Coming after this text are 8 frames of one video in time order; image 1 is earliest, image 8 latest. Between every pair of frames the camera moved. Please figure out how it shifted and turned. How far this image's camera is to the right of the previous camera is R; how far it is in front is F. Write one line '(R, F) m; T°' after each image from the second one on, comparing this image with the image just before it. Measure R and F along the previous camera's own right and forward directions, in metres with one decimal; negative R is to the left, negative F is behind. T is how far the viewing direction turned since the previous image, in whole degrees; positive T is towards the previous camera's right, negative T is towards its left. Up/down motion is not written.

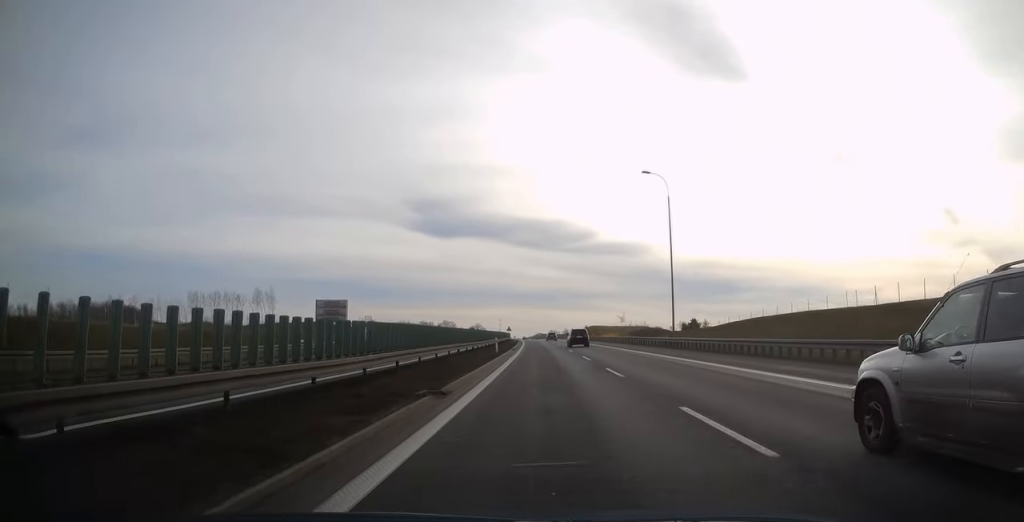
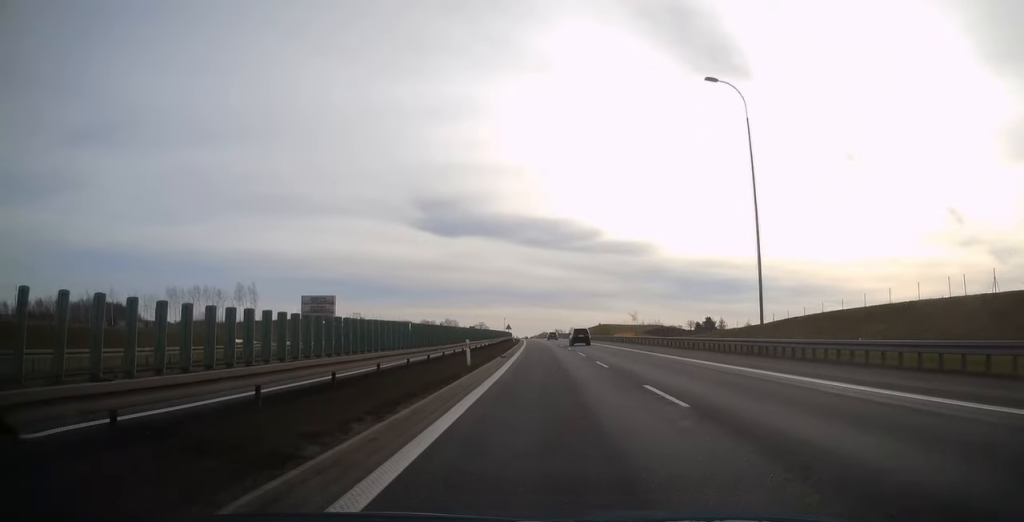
(0.0, +18.9) m; 0°
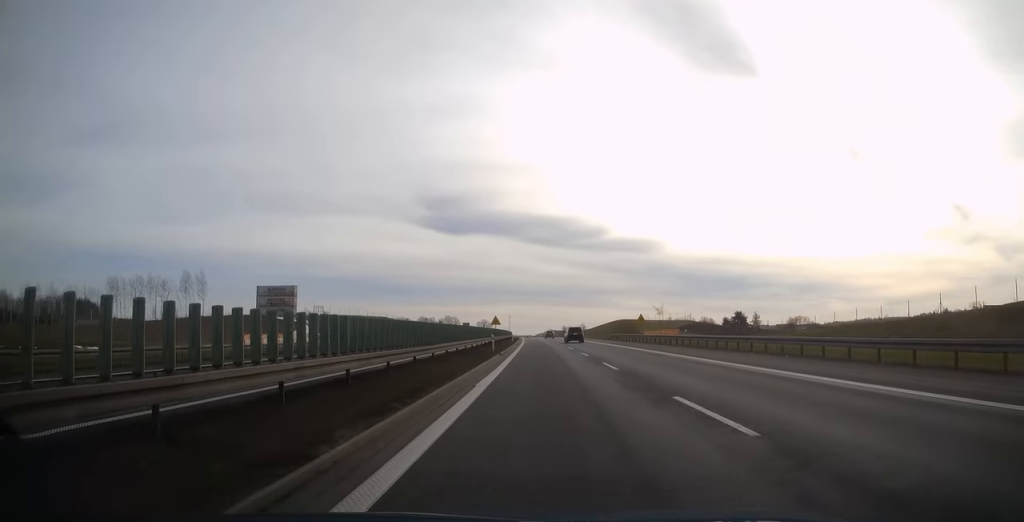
(-0.2, +39.1) m; -1°
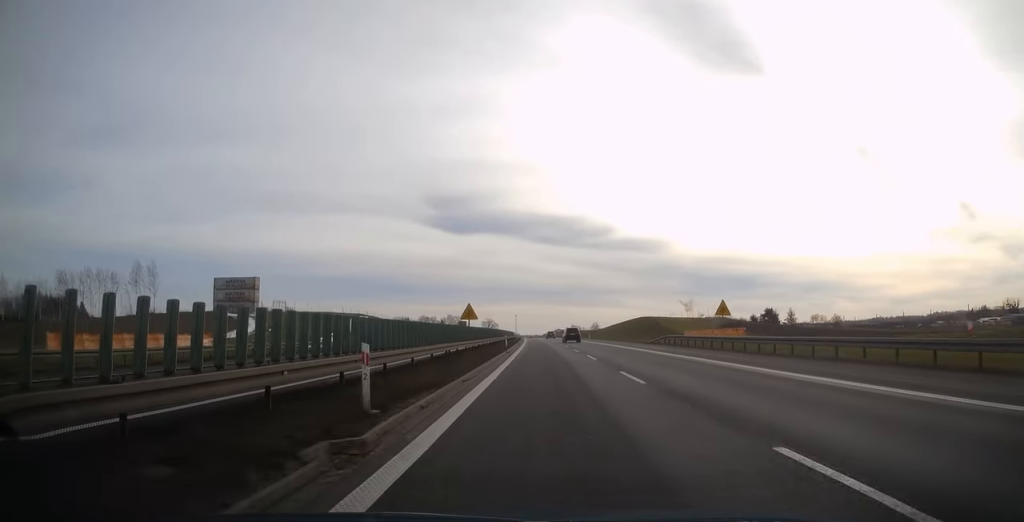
(-0.3, +28.8) m; 0°
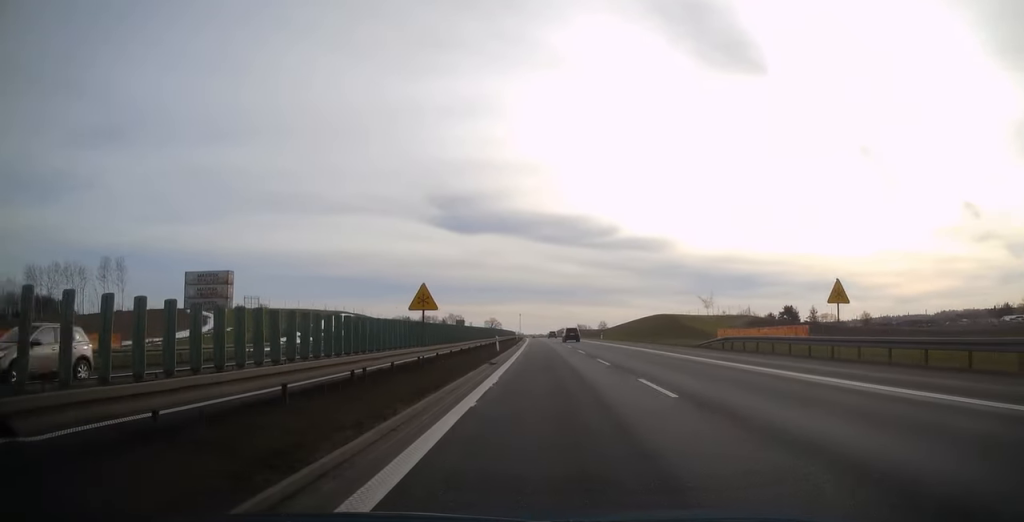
(0.0, +15.5) m; 0°
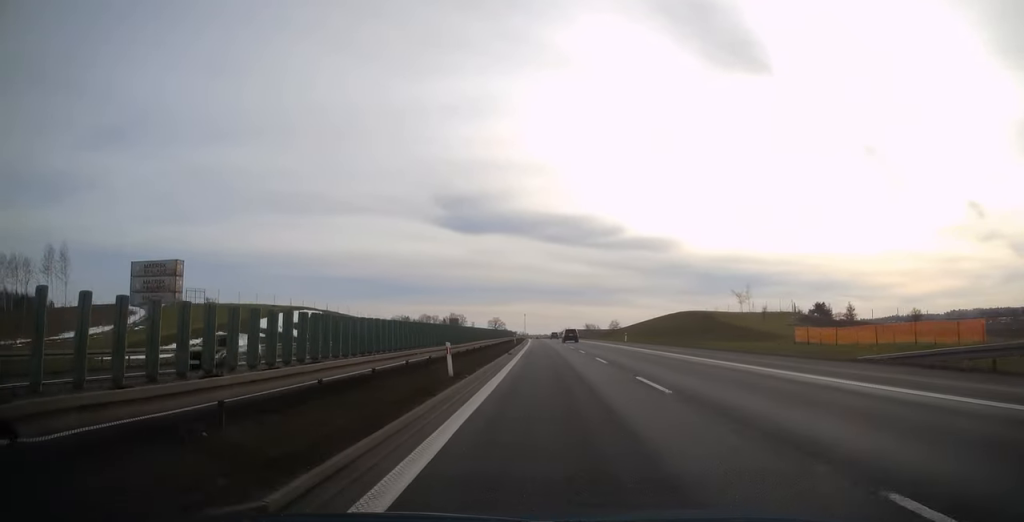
(+0.1, +22.7) m; 0°
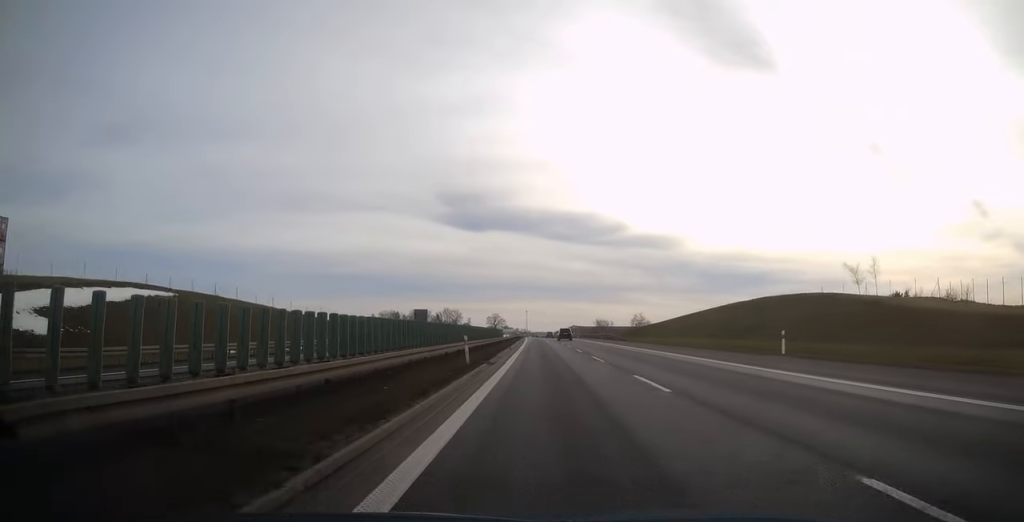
(-0.9, +47.9) m; -1°
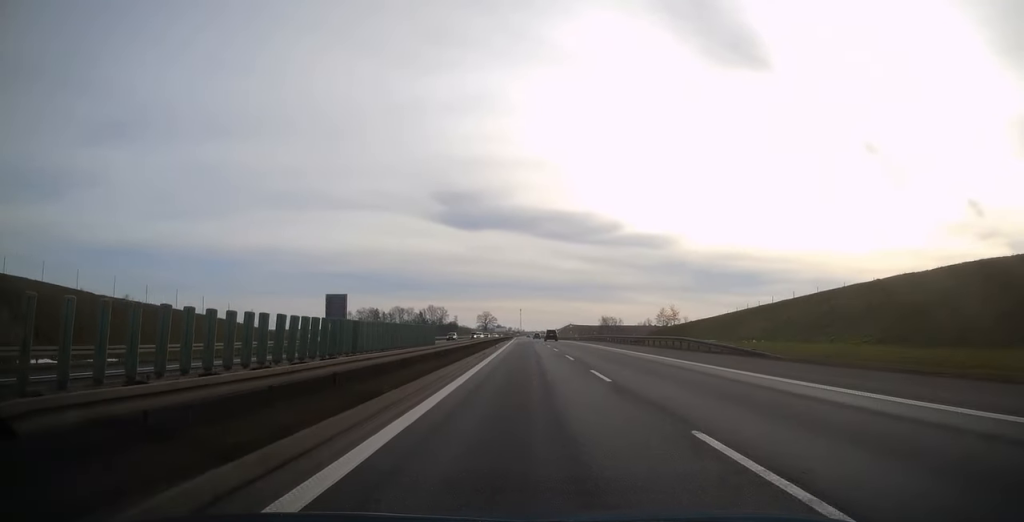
(+0.3, +45.2) m; +1°
